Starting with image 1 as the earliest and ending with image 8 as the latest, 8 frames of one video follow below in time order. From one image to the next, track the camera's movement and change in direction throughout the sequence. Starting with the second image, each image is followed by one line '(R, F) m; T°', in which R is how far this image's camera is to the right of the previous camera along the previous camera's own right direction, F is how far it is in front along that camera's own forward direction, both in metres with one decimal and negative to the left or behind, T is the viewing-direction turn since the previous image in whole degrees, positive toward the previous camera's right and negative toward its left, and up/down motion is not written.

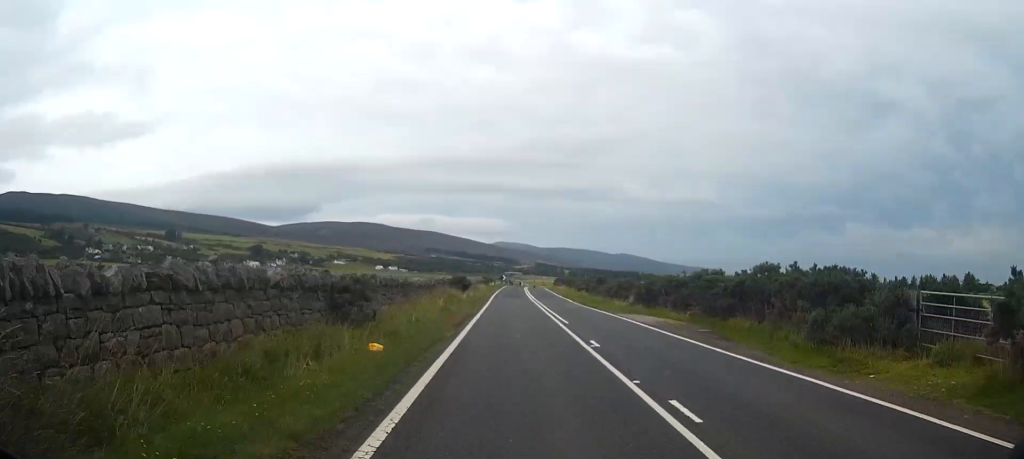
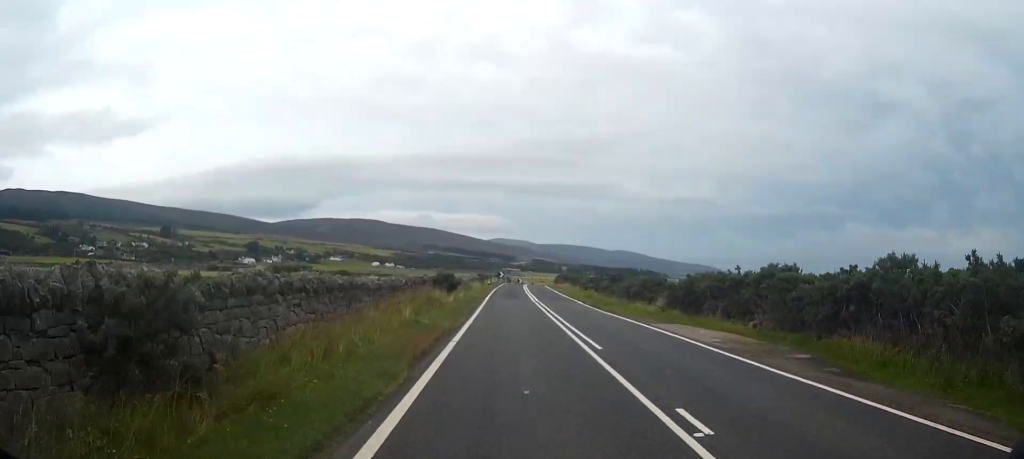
(0.0, +7.6) m; 0°
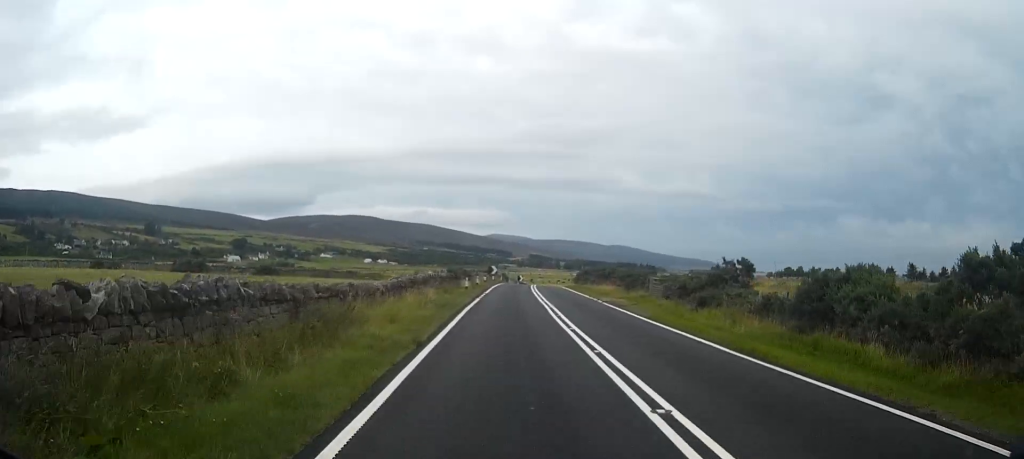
(+0.4, +35.9) m; +1°
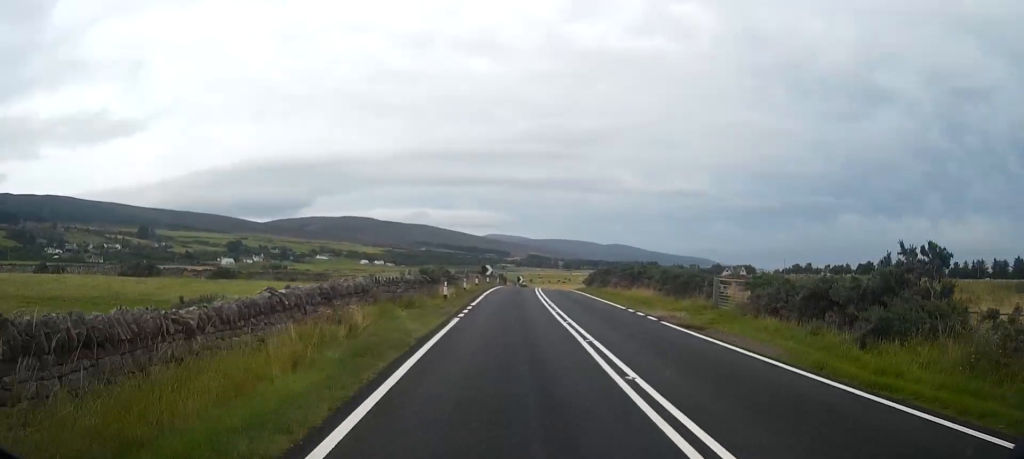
(0.0, +12.0) m; 0°
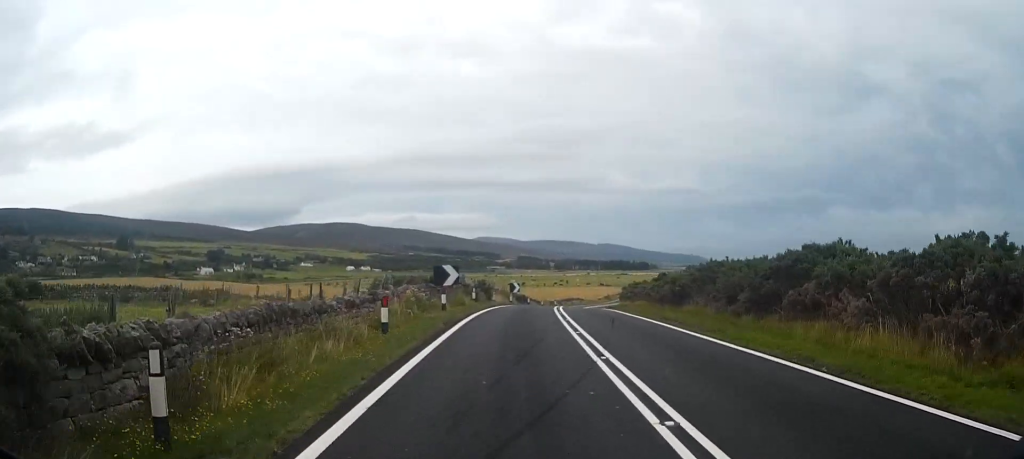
(0.0, +30.5) m; +1°
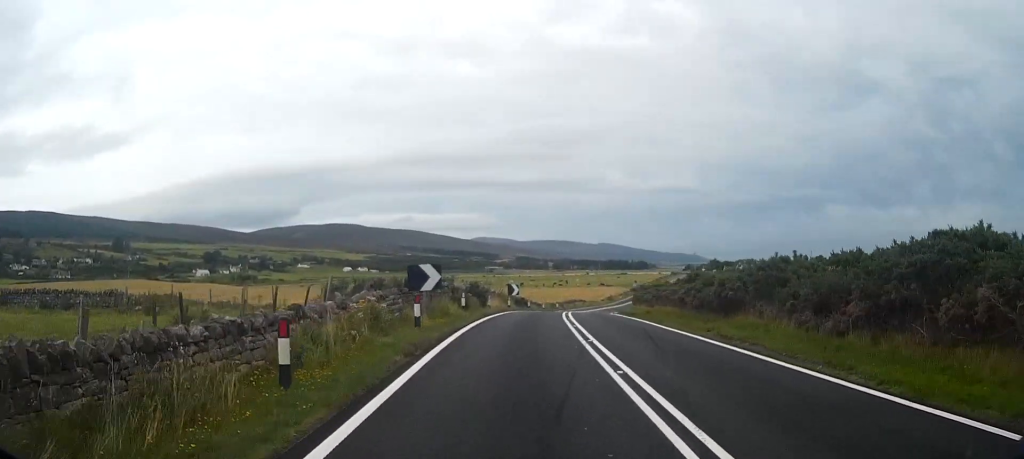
(+0.1, +6.1) m; 0°
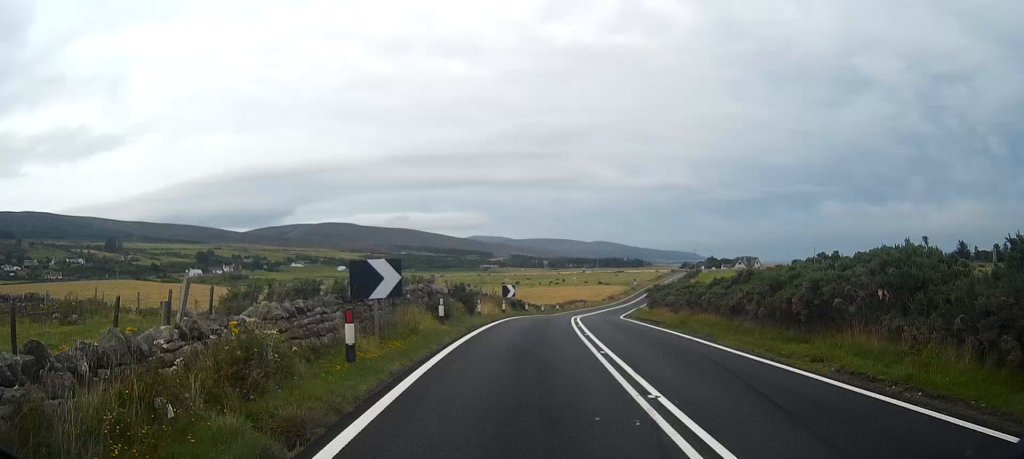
(0.0, +6.6) m; 0°
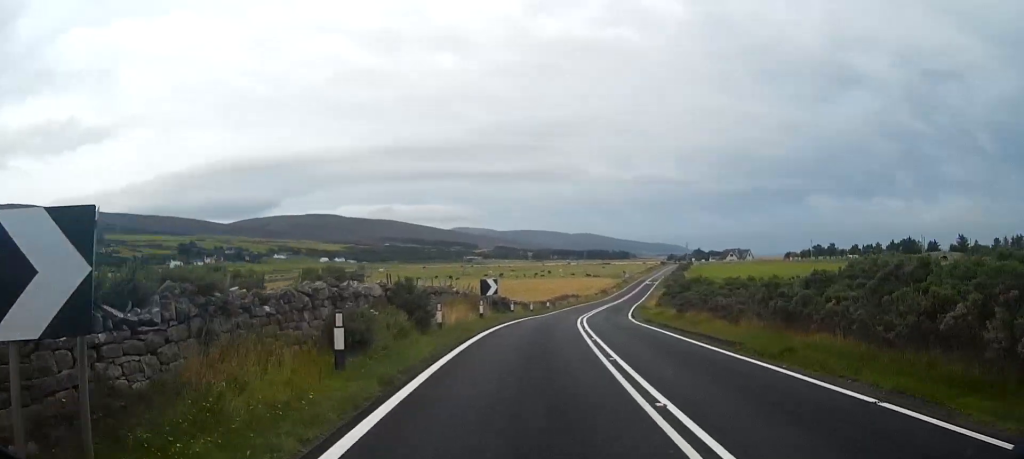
(0.0, +10.0) m; 0°
